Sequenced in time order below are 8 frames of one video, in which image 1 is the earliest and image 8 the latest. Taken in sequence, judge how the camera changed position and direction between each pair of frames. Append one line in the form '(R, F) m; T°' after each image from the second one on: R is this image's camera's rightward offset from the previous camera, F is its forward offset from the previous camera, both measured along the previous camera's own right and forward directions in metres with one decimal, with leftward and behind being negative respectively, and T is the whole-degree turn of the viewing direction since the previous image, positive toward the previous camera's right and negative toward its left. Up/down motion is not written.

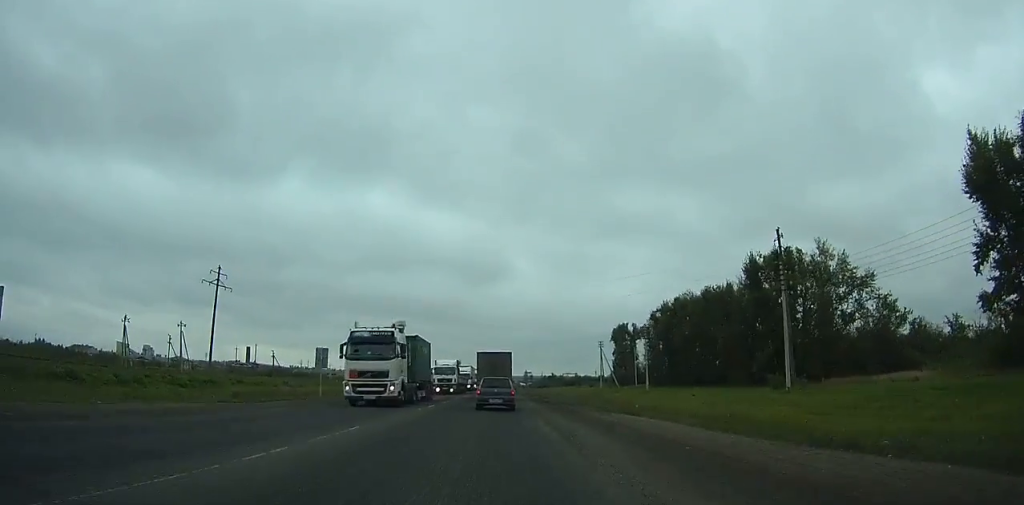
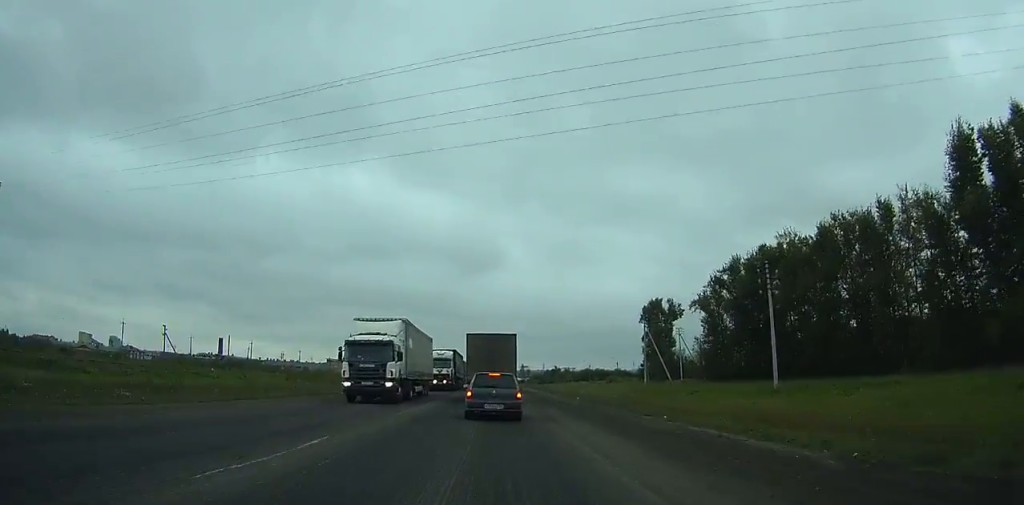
(+0.2, +50.7) m; 0°
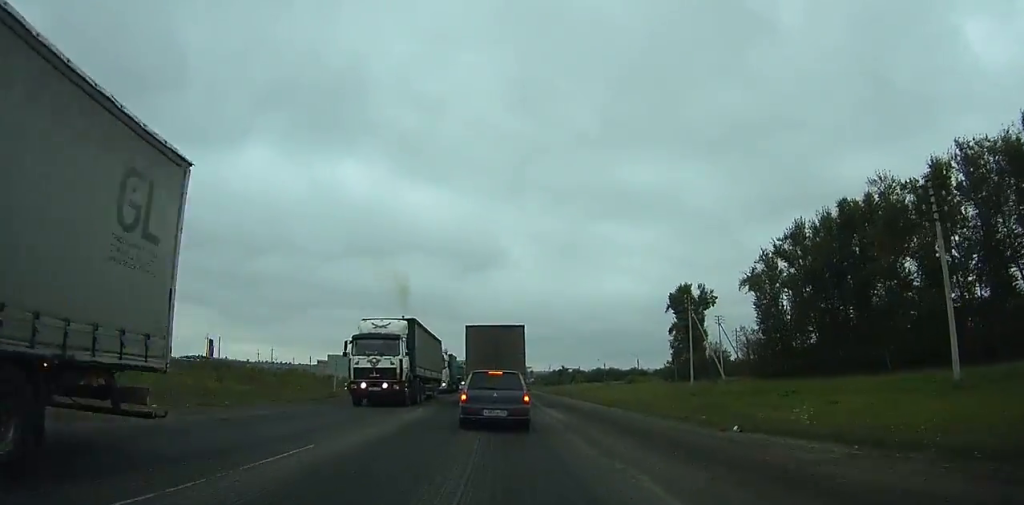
(-0.1, +25.3) m; 0°
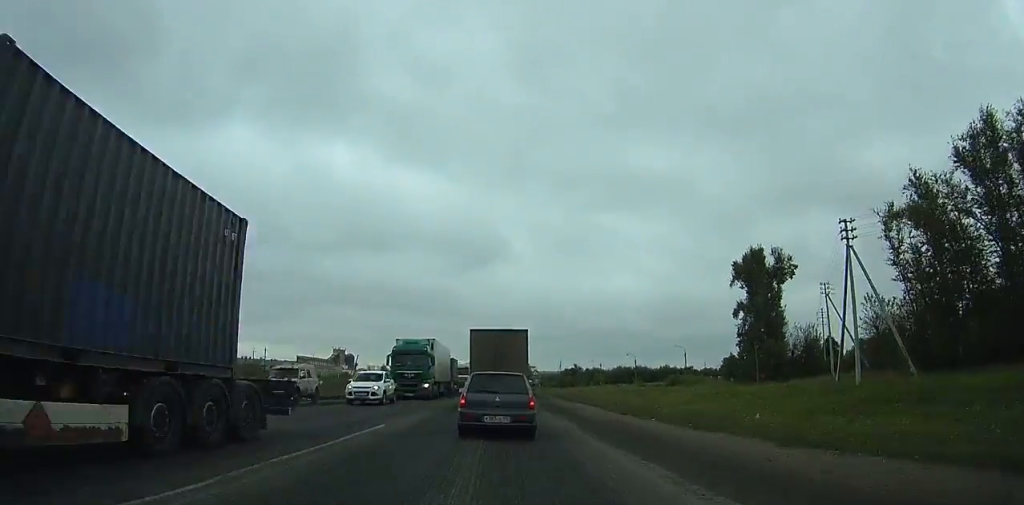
(+0.4, +44.0) m; +1°
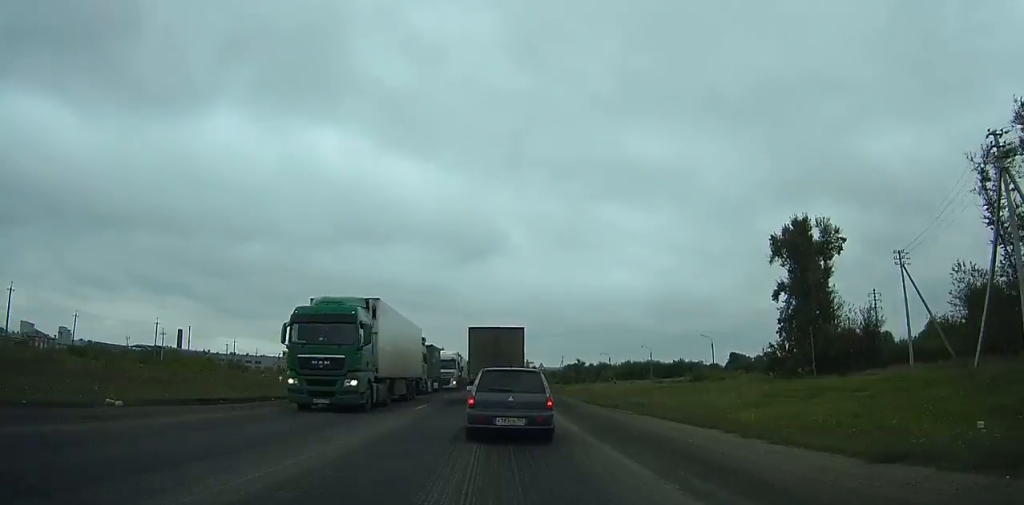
(-0.1, +18.1) m; 0°
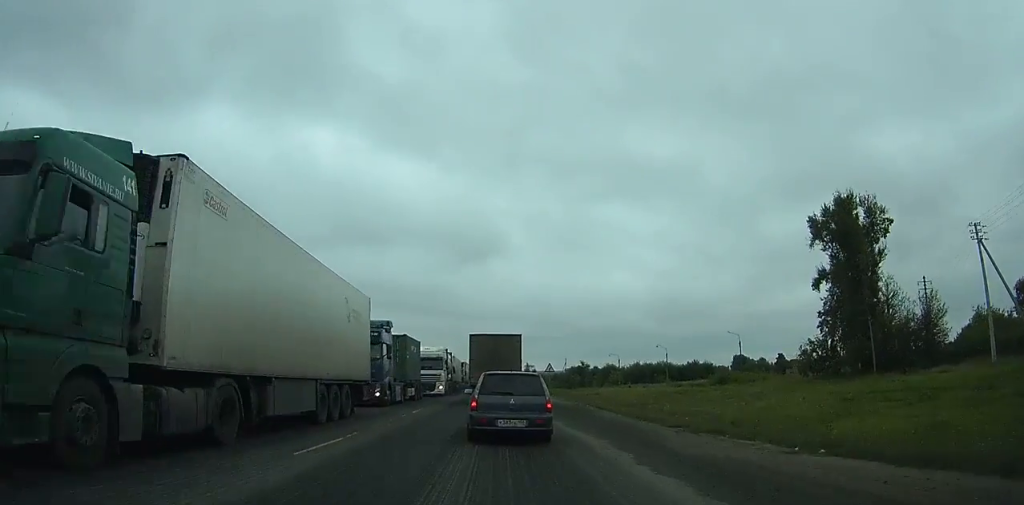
(0.0, +13.3) m; 0°
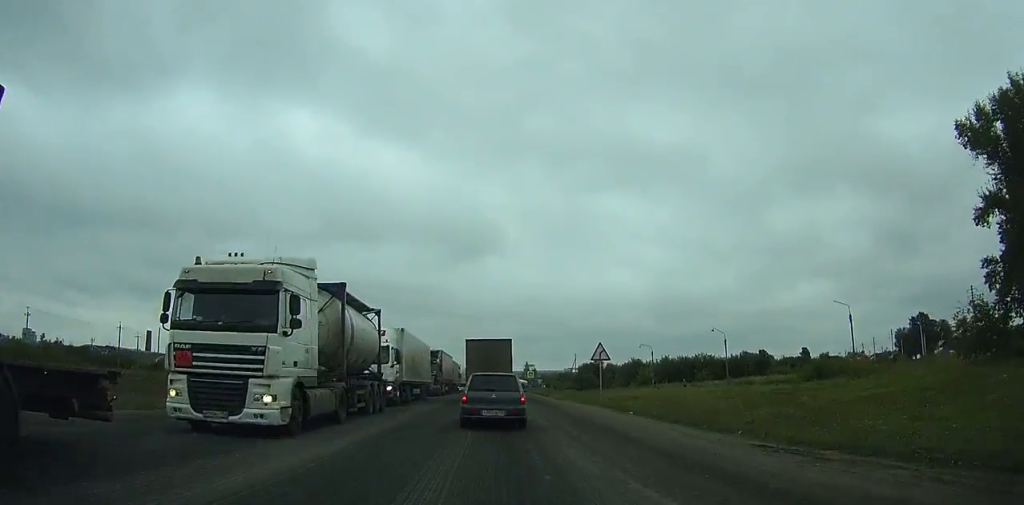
(+0.1, +32.1) m; 0°
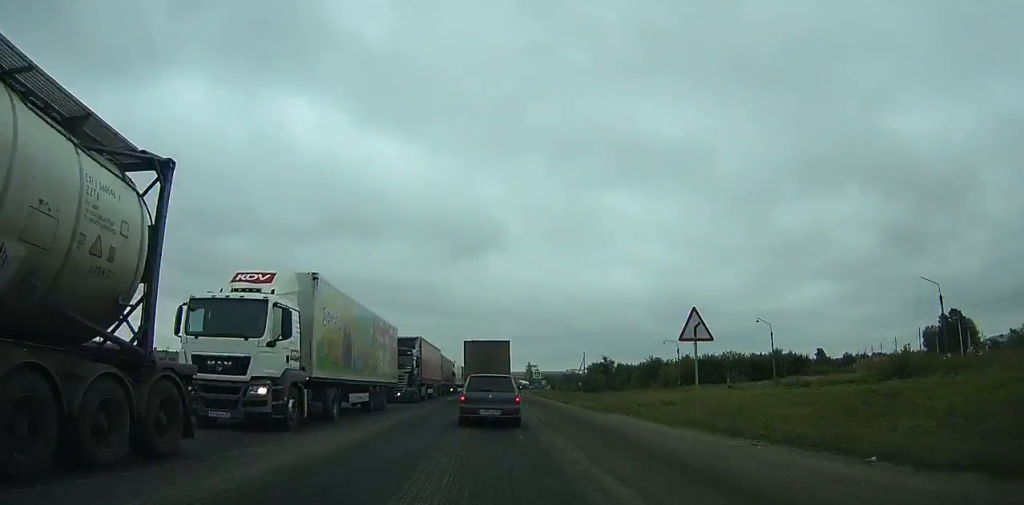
(0.0, +13.8) m; 0°
